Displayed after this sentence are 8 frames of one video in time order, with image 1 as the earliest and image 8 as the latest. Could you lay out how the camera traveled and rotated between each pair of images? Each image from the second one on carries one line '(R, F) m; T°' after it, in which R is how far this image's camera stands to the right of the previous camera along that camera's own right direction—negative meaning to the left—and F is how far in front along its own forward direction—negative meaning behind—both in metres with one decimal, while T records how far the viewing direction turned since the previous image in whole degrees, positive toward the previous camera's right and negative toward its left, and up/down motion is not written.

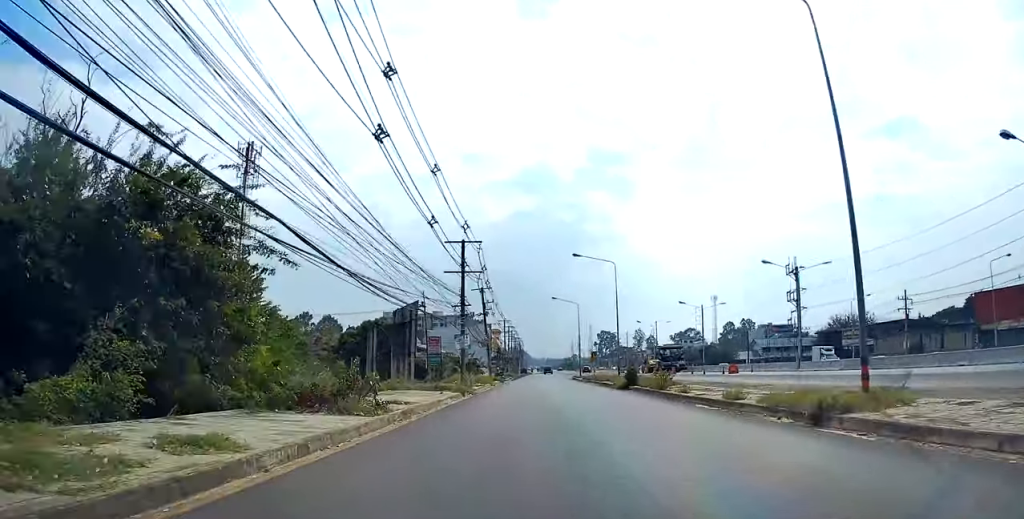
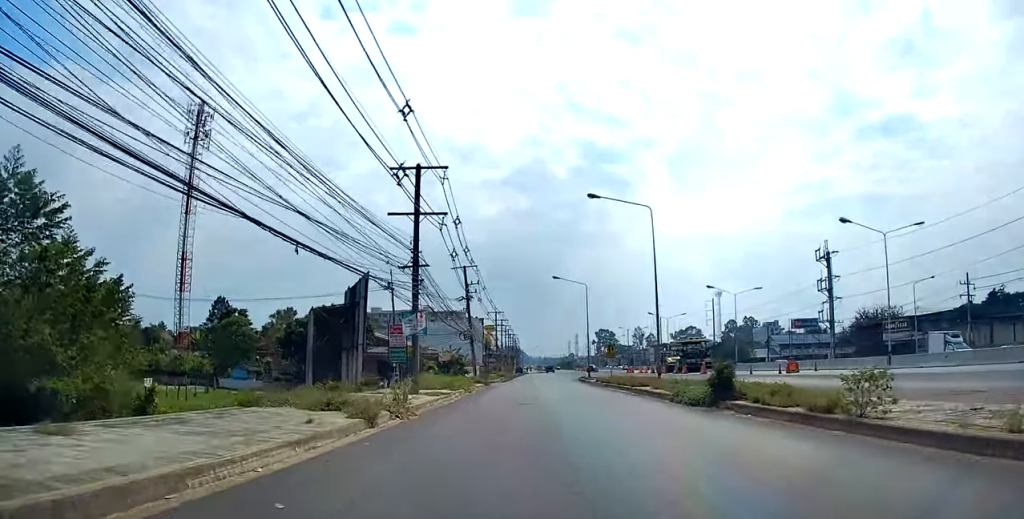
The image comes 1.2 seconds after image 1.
(-0.4, +16.2) m; -2°
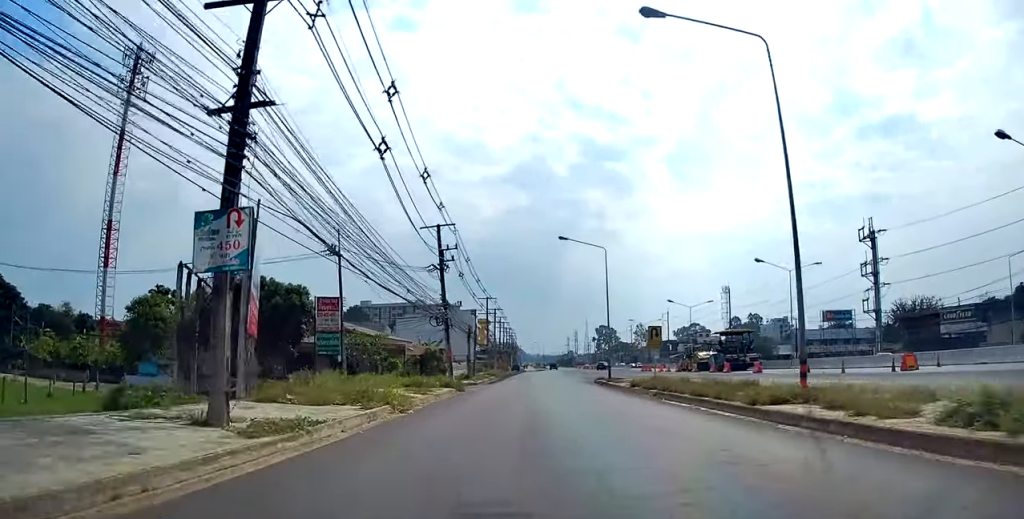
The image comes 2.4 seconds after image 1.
(-0.1, +16.9) m; 0°
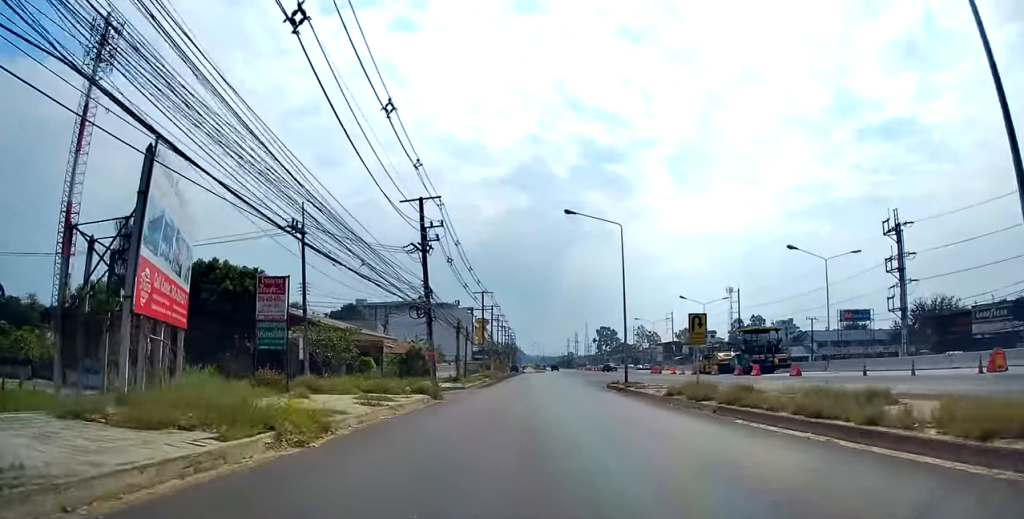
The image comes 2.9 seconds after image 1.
(0.0, +7.7) m; 0°
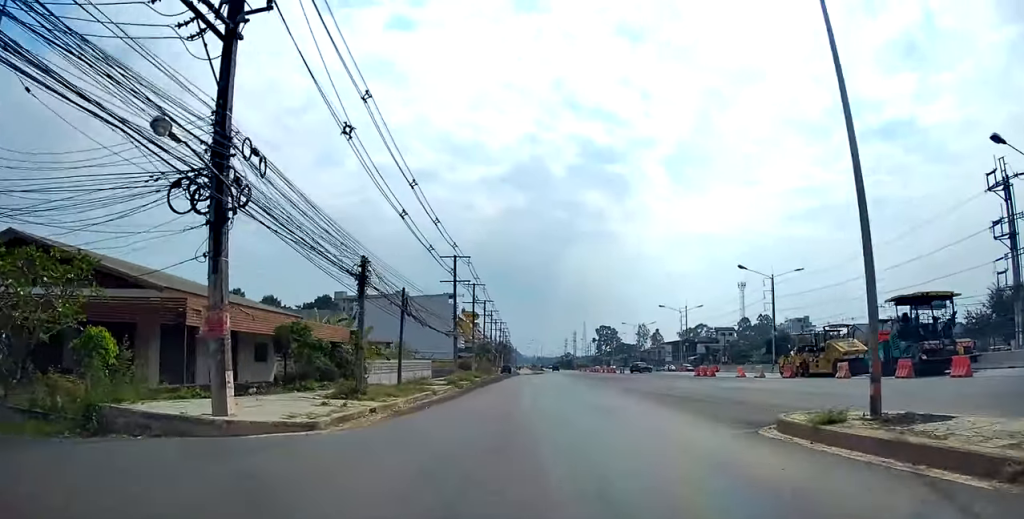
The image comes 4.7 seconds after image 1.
(0.0, +24.9) m; +2°
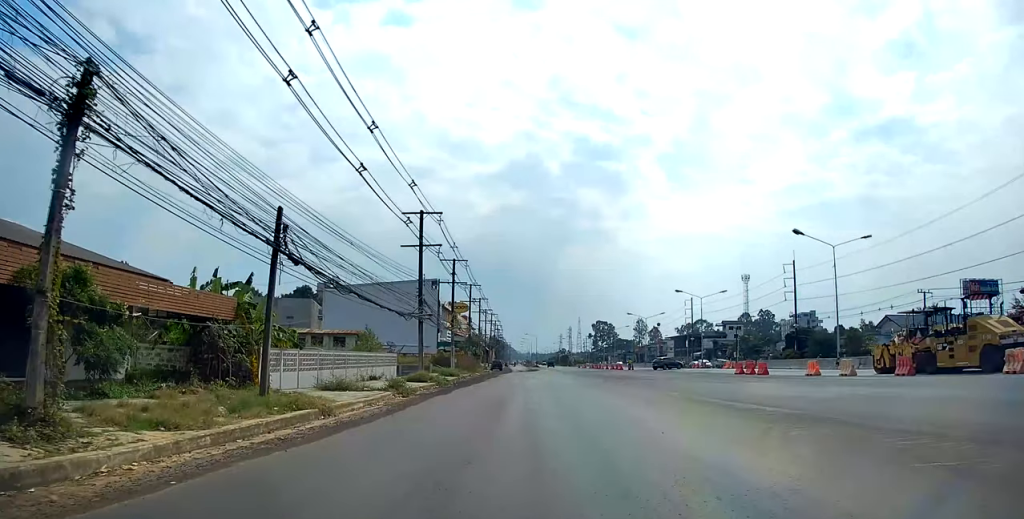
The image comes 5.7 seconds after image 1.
(+0.6, +14.5) m; 0°
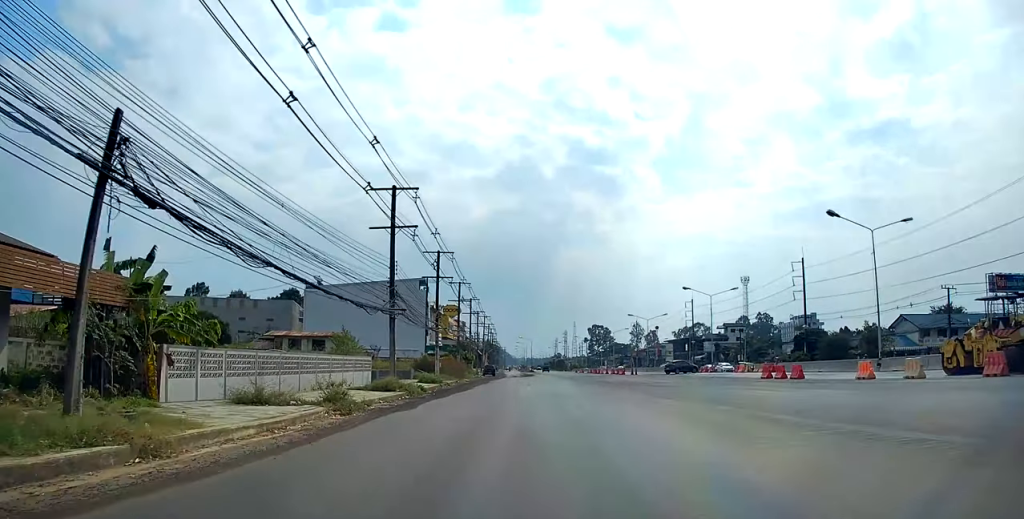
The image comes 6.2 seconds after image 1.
(-0.2, +6.4) m; -1°
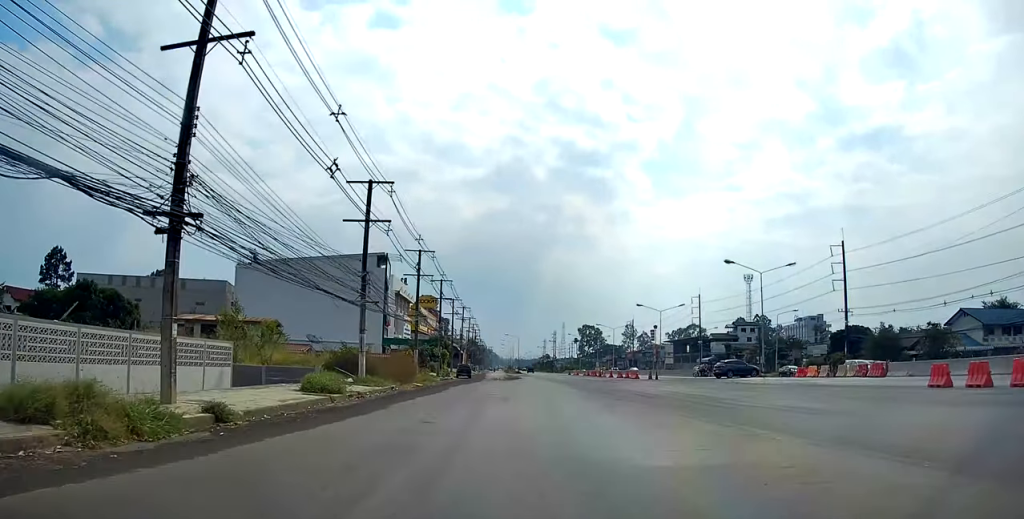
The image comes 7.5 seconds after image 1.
(-0.4, +19.7) m; +1°
